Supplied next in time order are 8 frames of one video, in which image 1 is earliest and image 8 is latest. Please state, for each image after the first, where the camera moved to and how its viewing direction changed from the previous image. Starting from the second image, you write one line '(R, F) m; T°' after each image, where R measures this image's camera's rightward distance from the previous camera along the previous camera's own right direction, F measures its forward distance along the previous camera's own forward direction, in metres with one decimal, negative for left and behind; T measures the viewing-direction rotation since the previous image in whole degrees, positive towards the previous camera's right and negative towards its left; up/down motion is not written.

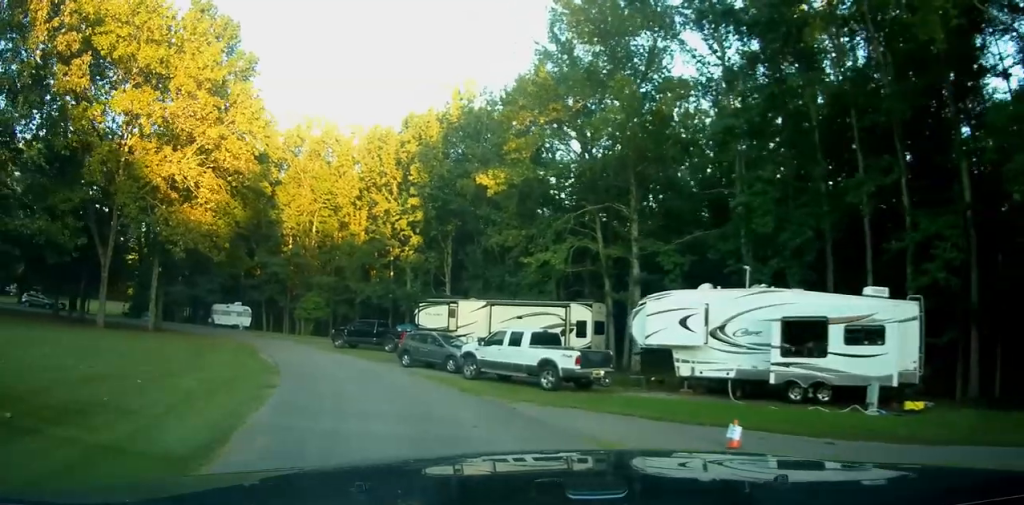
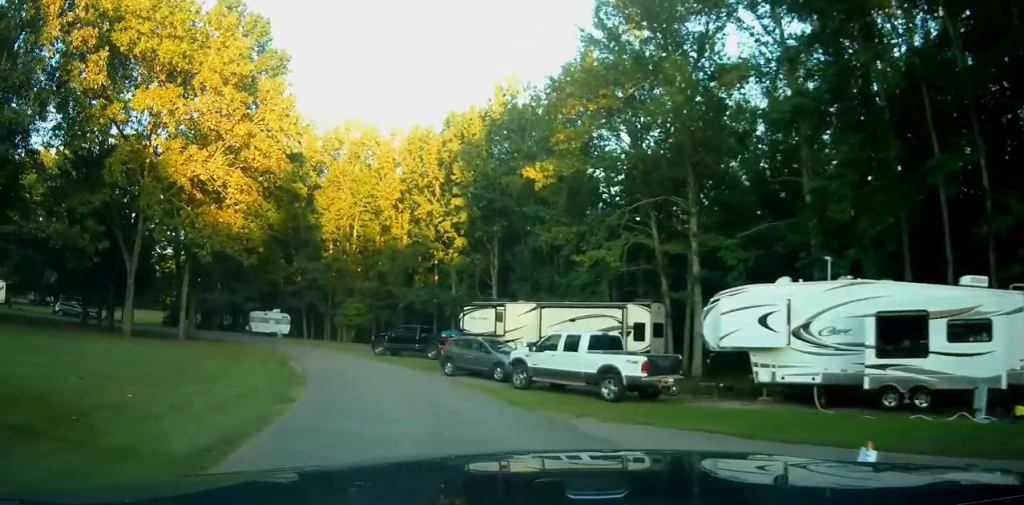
(-0.2, +2.4) m; -6°
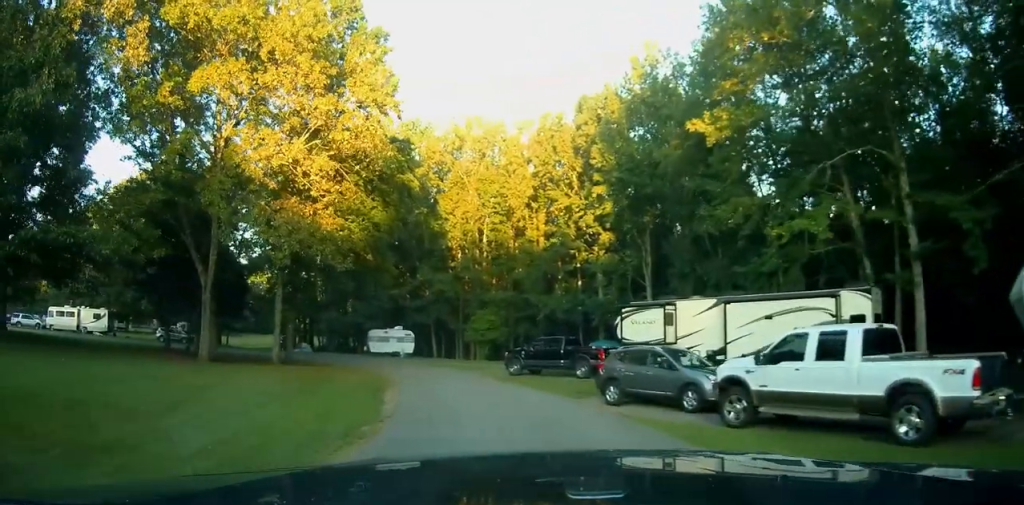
(-0.9, +7.7) m; -9°
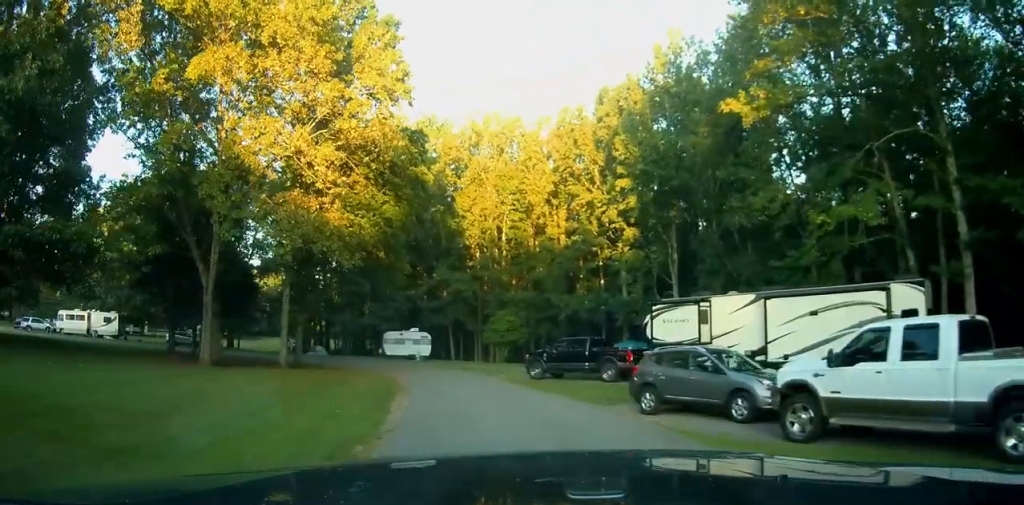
(0.0, +2.0) m; -1°
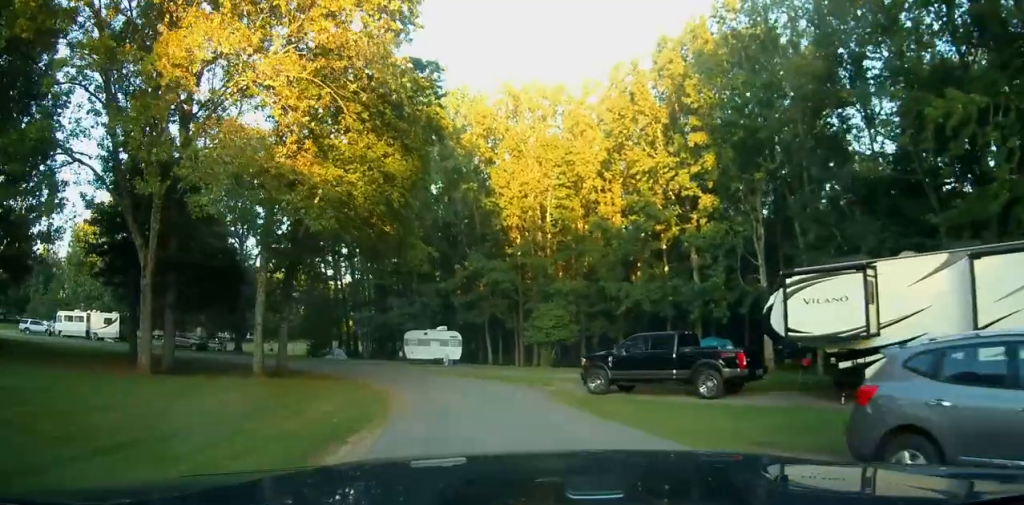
(-0.5, +9.7) m; -8°
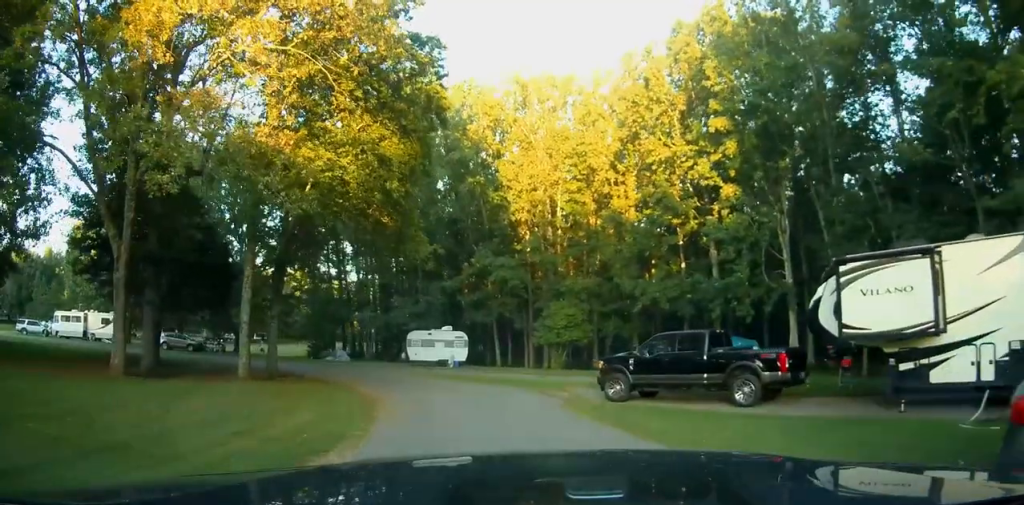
(-0.1, +2.6) m; -3°
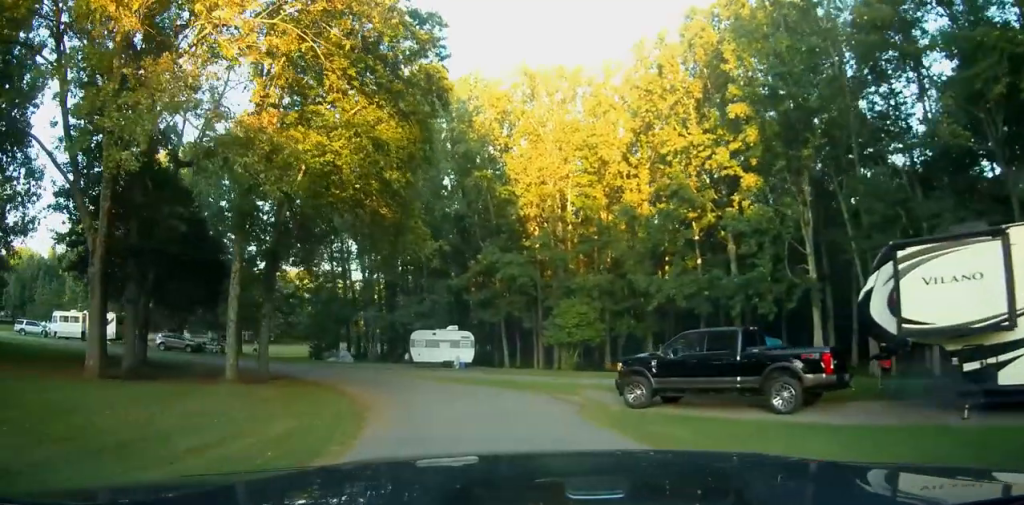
(0.0, +2.2) m; -2°
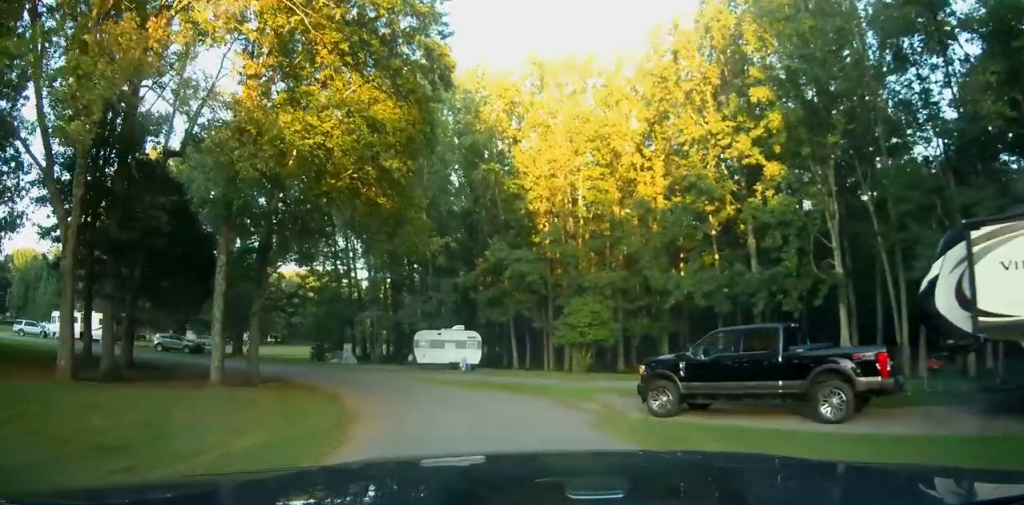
(-0.1, +1.9) m; -2°
